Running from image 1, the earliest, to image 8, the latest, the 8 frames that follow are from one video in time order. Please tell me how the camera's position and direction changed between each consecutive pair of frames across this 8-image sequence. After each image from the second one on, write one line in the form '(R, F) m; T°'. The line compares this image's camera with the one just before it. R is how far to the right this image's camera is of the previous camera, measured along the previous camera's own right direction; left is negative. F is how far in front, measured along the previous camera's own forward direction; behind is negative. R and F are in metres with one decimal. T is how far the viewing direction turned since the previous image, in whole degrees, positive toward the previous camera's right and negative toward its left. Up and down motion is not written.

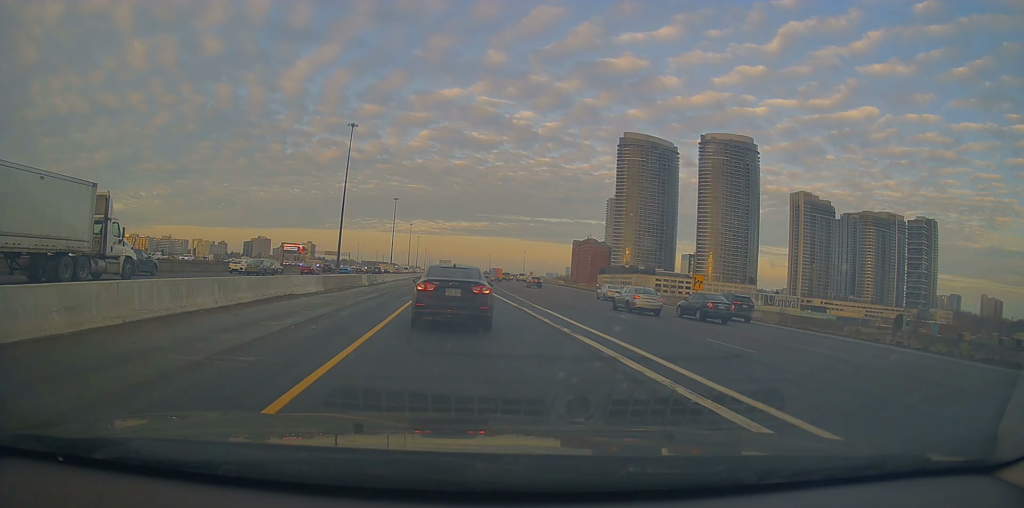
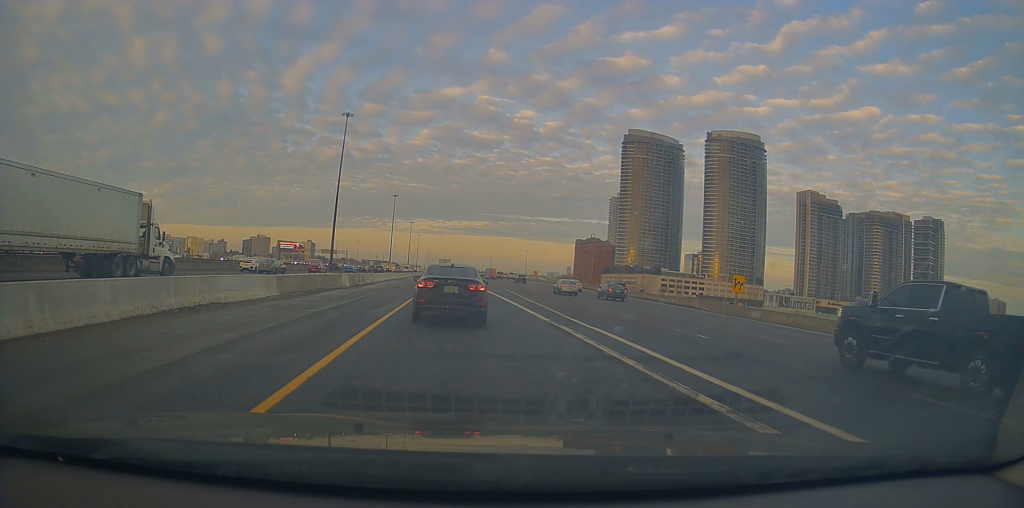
(+0.2, +8.3) m; -3°
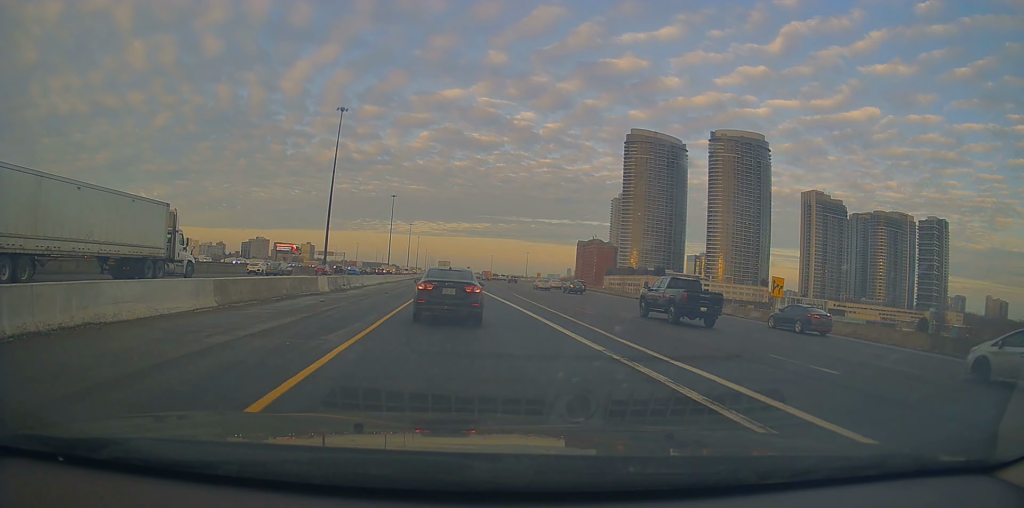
(-0.4, +6.5) m; +1°
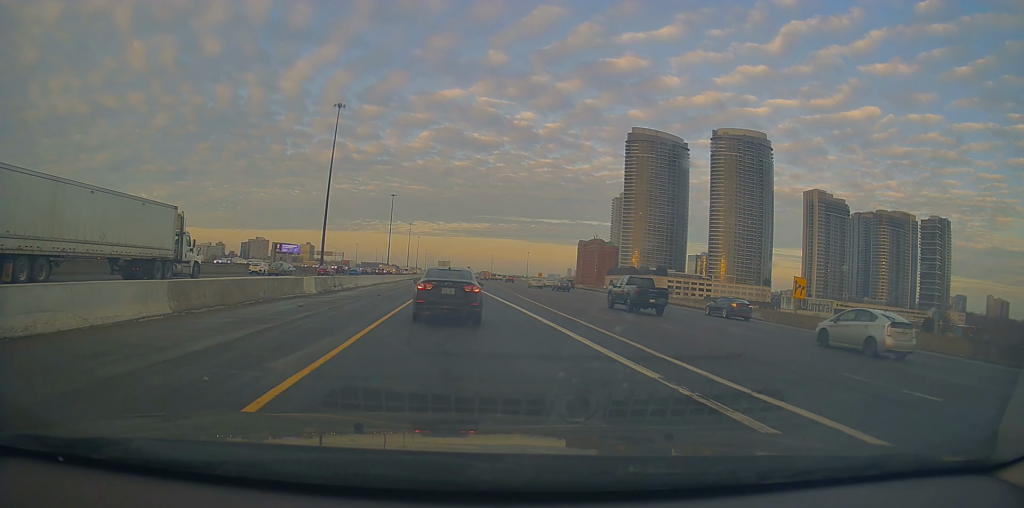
(+0.3, +2.9) m; +1°
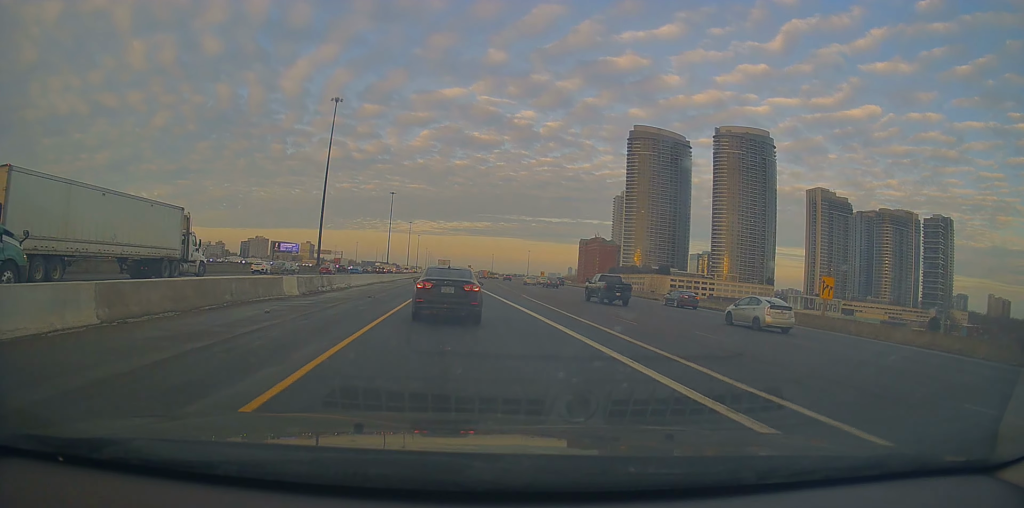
(0.0, +3.2) m; +1°
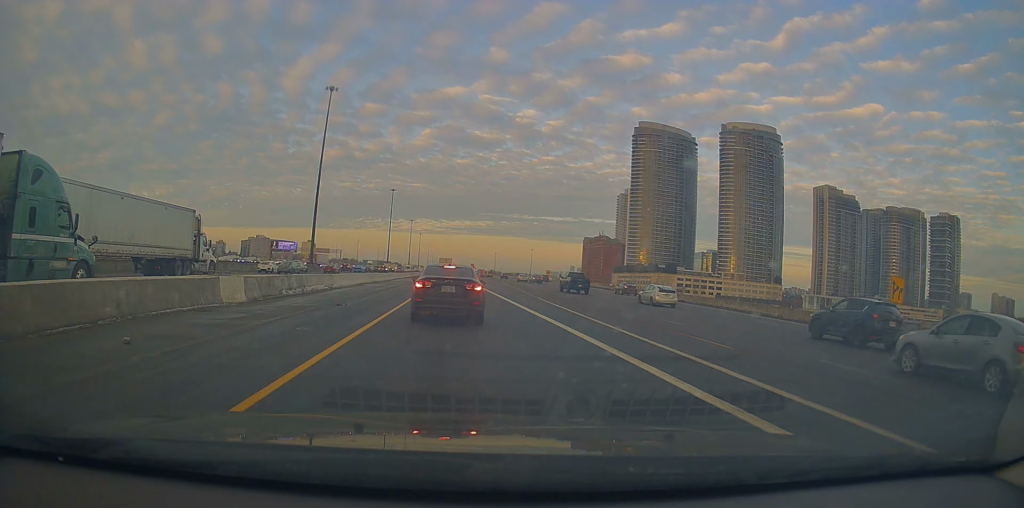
(-0.1, +6.9) m; 0°
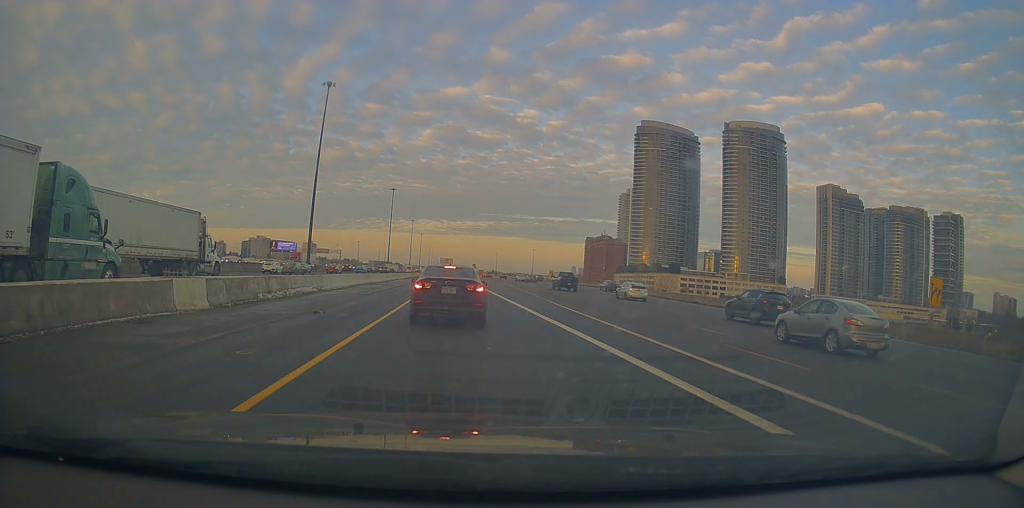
(+0.3, +3.3) m; 0°
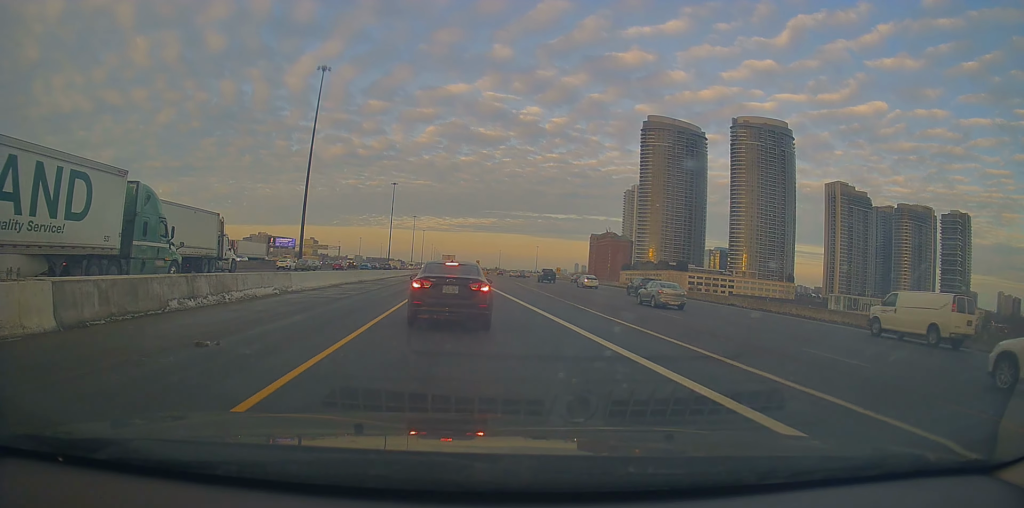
(-0.5, +7.9) m; -1°
